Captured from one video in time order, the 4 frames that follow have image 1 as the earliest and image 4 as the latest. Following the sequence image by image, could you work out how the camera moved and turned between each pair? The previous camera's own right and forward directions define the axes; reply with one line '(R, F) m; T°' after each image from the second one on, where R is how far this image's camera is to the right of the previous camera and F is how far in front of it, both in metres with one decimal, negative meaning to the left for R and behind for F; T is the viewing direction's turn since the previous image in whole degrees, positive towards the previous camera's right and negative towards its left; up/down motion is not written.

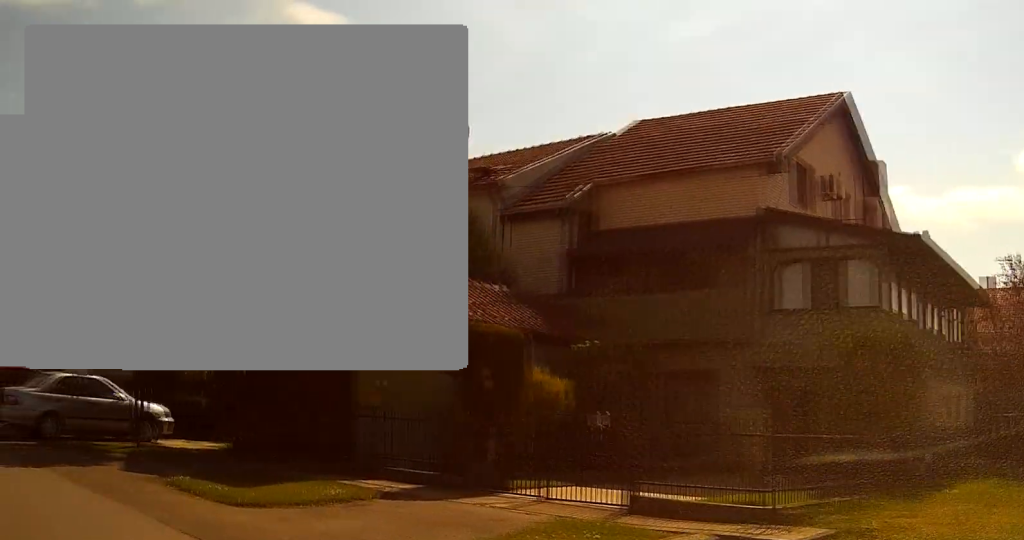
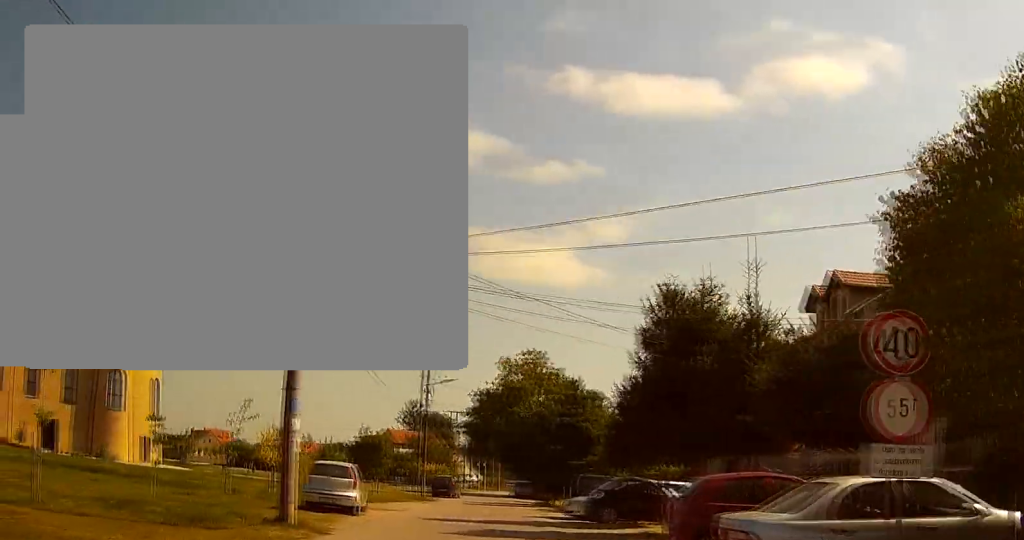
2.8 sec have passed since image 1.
(-3.4, +8.6) m; -31°
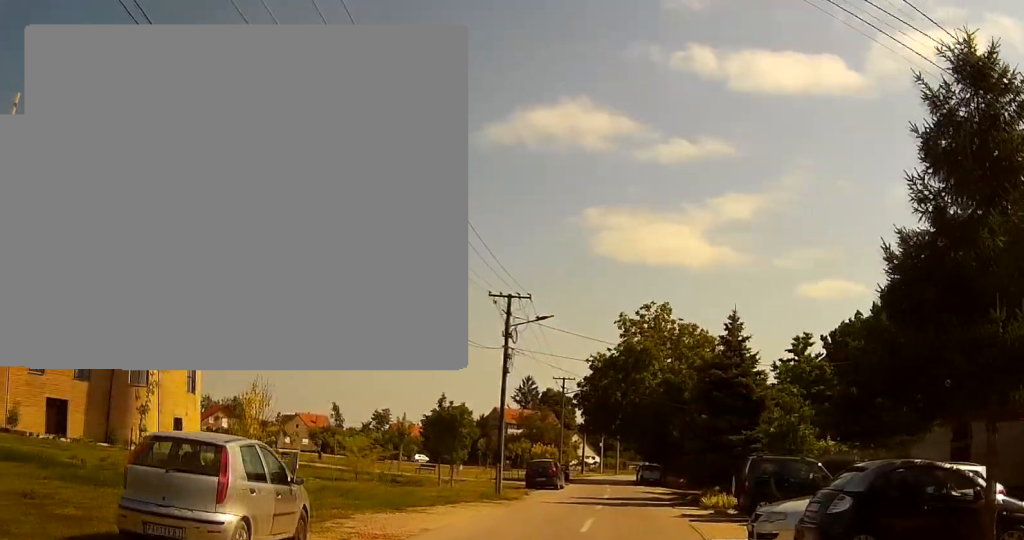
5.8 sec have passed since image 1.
(-1.2, +16.2) m; -4°
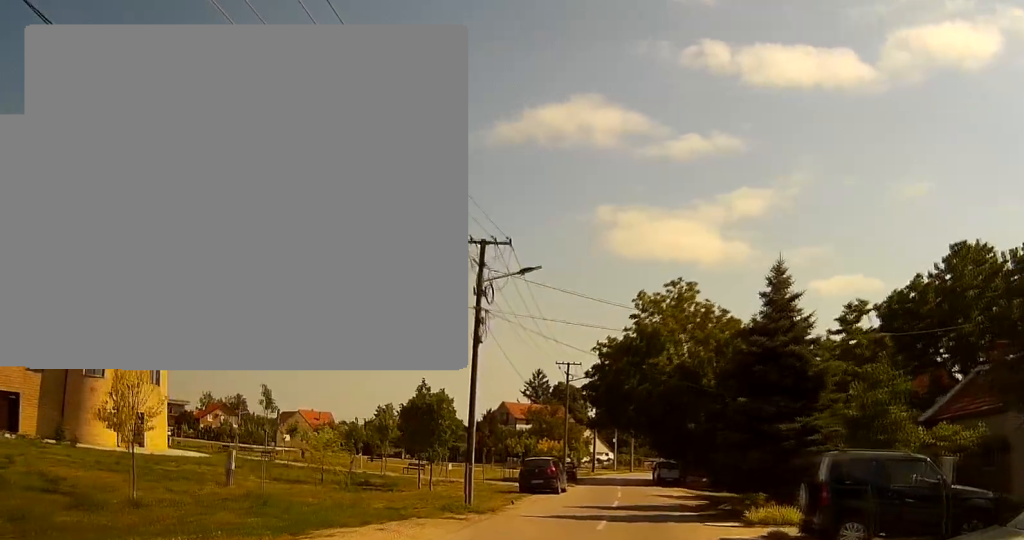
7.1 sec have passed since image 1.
(0.0, +8.3) m; 0°
